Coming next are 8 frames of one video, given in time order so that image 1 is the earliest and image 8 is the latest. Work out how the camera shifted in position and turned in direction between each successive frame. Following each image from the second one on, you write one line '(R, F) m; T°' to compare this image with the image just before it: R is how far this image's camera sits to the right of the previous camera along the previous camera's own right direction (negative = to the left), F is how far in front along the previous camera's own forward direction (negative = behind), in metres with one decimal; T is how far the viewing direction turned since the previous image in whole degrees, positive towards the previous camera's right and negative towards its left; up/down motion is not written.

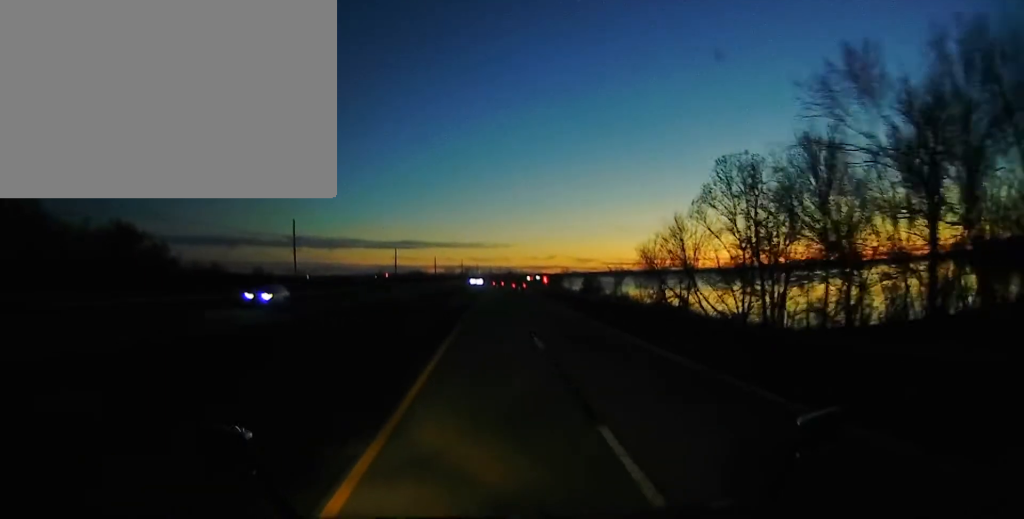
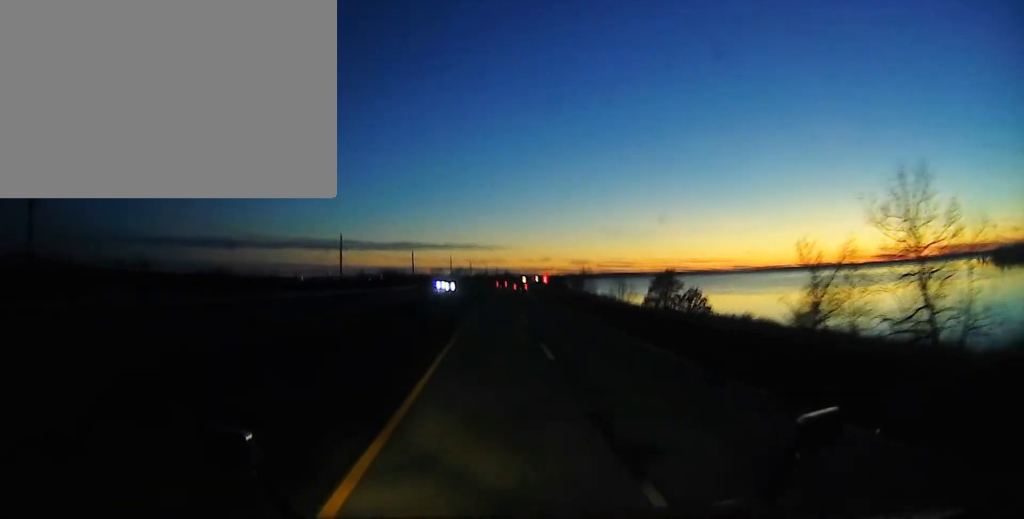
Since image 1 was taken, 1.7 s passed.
(0.0, +57.6) m; 0°
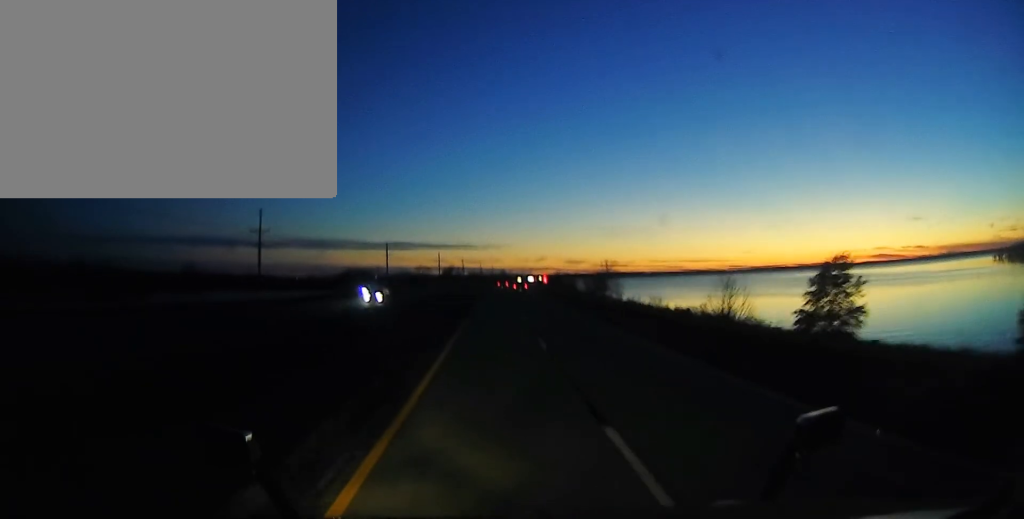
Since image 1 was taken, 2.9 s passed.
(0.0, +38.7) m; 0°
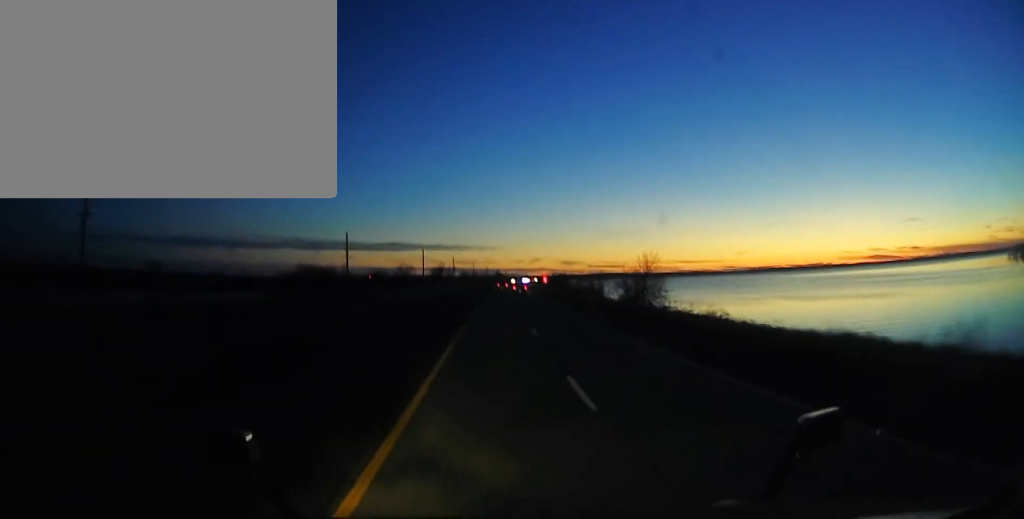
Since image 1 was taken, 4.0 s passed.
(0.0, +36.3) m; 0°
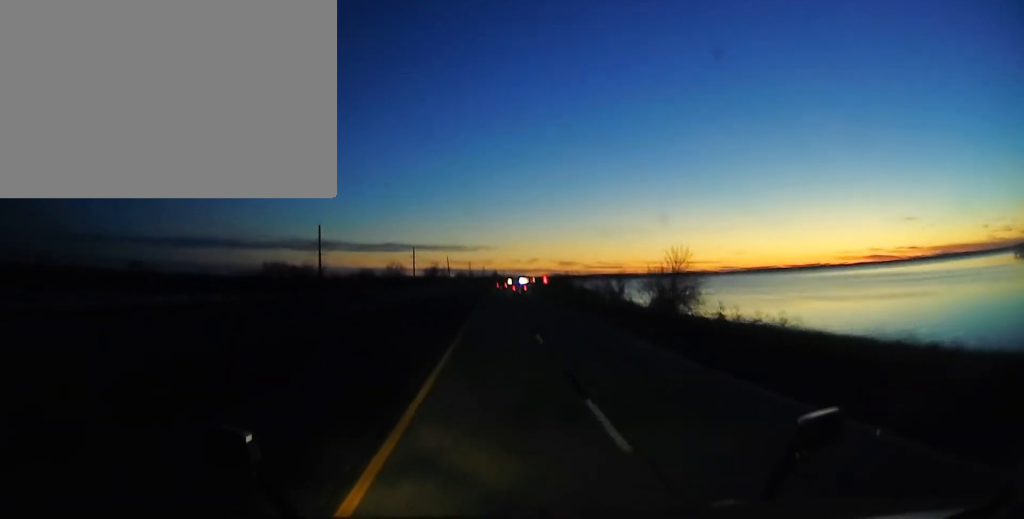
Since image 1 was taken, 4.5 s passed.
(0.0, +16.5) m; 0°
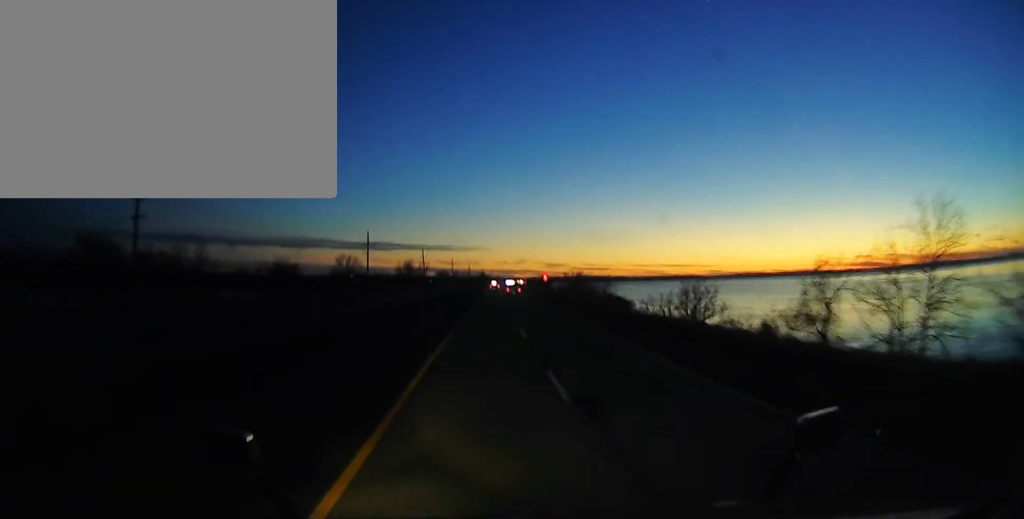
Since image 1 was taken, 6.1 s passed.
(0.0, +51.3) m; 0°
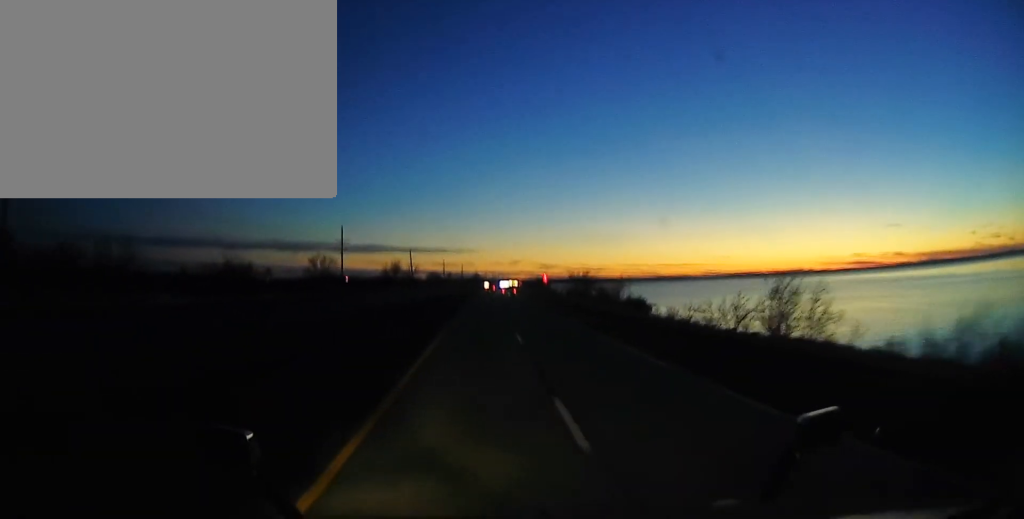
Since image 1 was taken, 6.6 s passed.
(0.0, +17.3) m; 0°
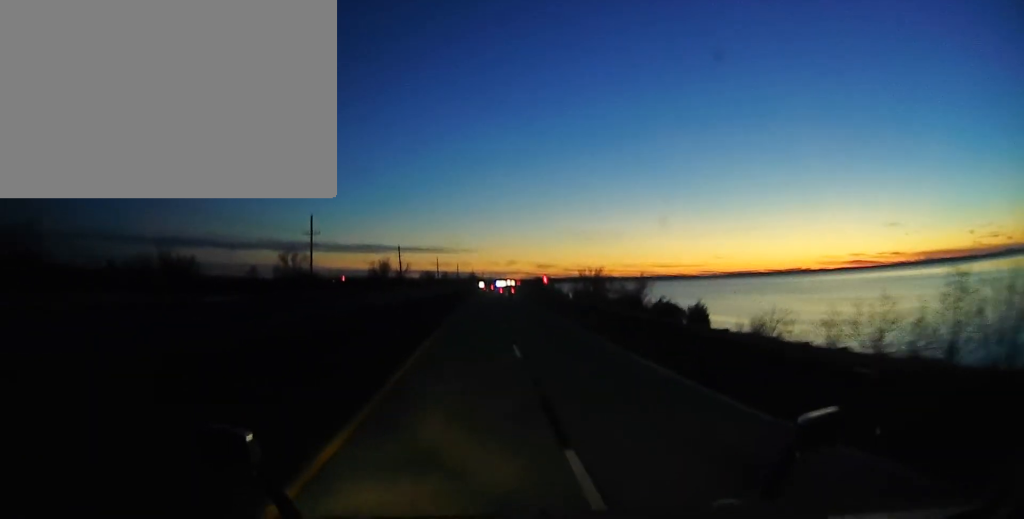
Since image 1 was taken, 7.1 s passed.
(0.0, +17.3) m; 0°
